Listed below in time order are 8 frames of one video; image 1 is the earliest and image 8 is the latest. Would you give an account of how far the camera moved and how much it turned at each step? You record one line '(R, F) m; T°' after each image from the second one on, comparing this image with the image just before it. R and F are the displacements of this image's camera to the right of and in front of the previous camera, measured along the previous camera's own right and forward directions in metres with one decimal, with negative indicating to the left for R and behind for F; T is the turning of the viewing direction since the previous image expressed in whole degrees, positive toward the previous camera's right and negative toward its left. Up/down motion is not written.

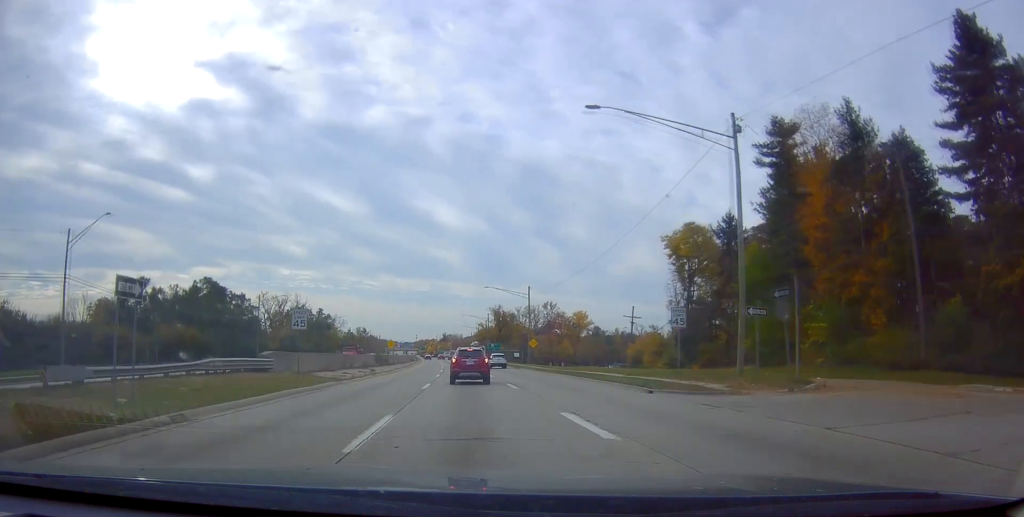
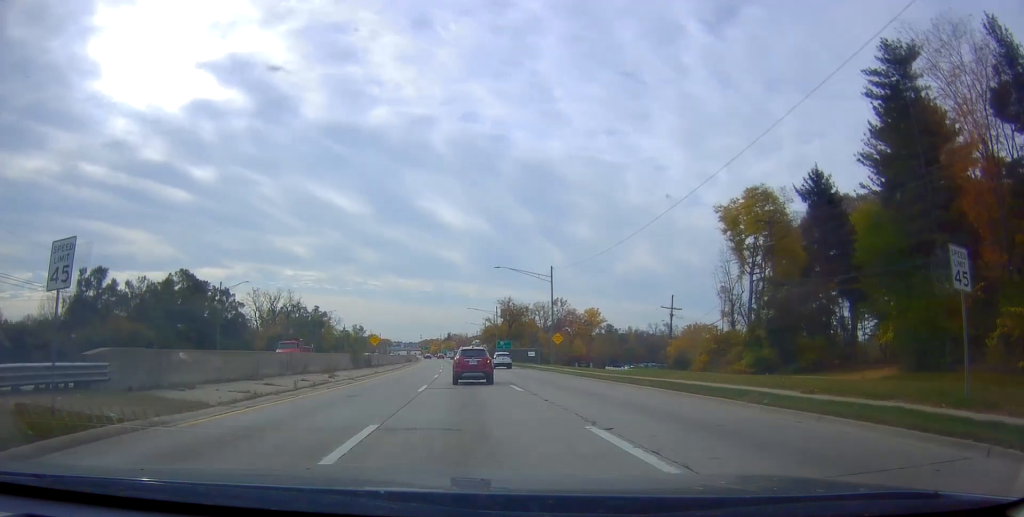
(0.0, +17.5) m; 0°
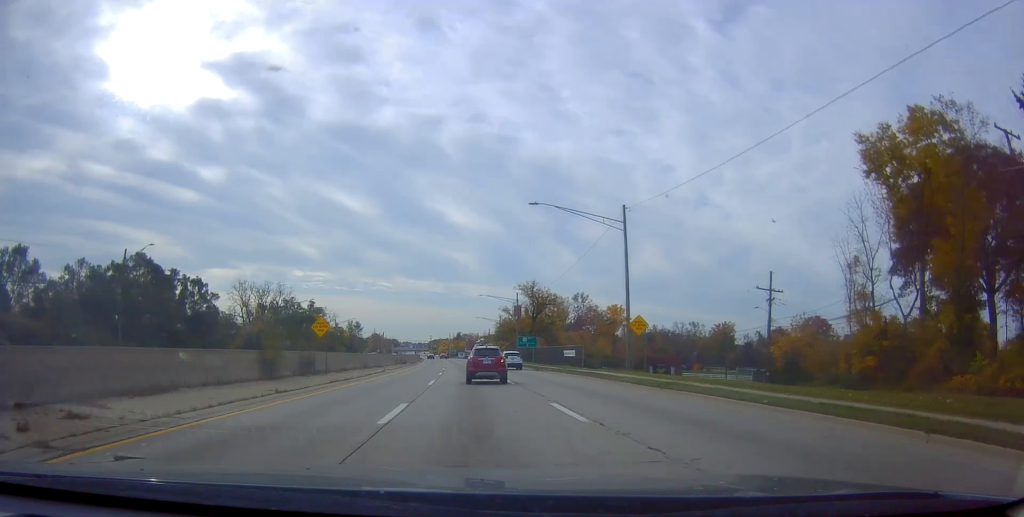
(-0.1, +26.6) m; -2°
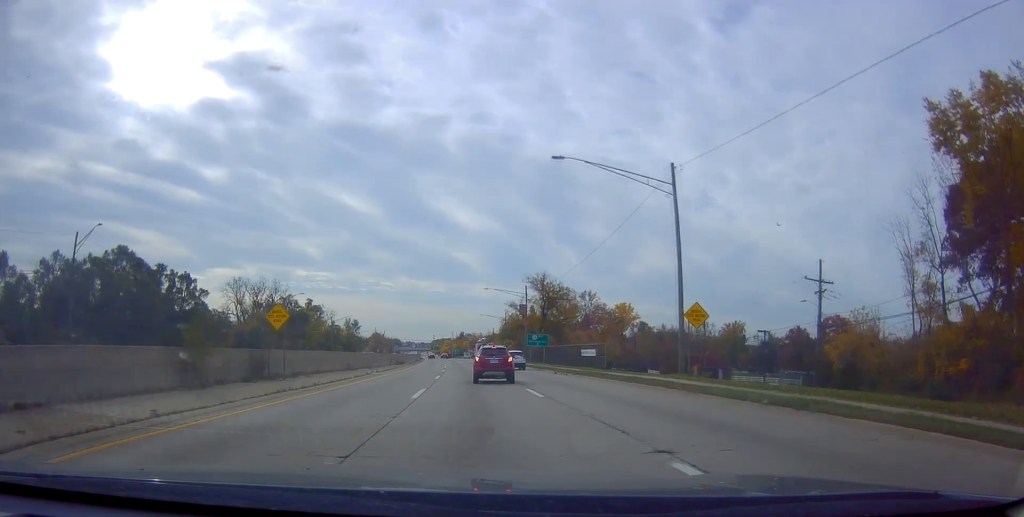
(-0.4, +8.7) m; 0°
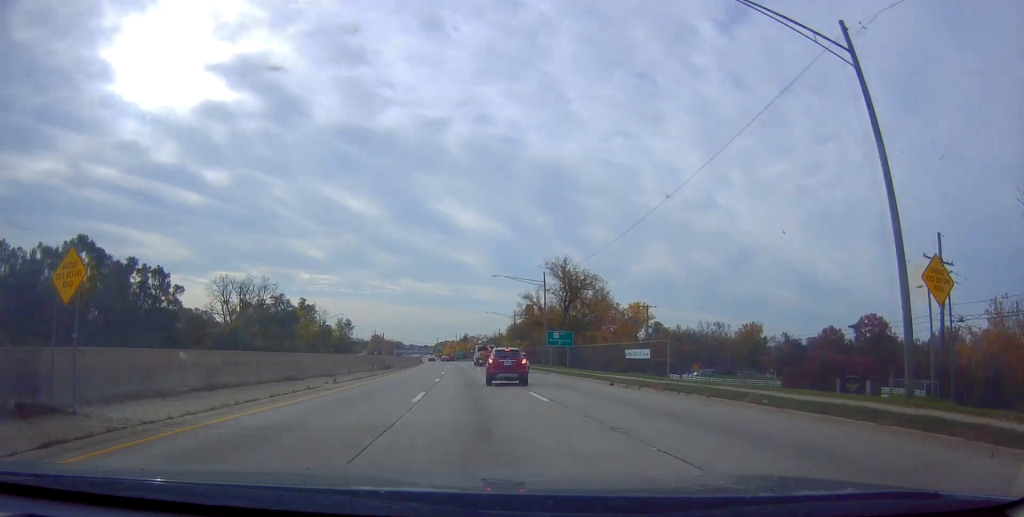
(-0.1, +15.5) m; 0°
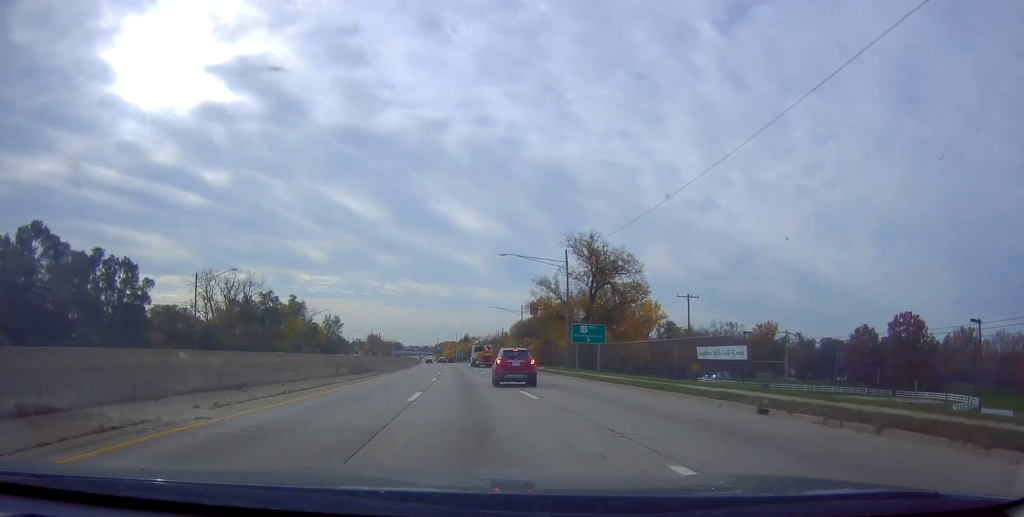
(+0.3, +14.4) m; +1°
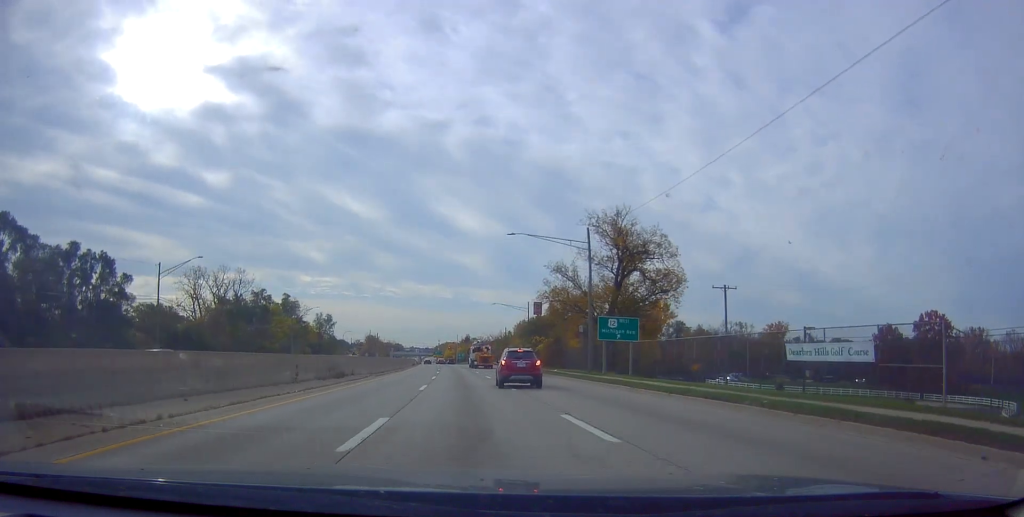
(-0.2, +9.2) m; 0°
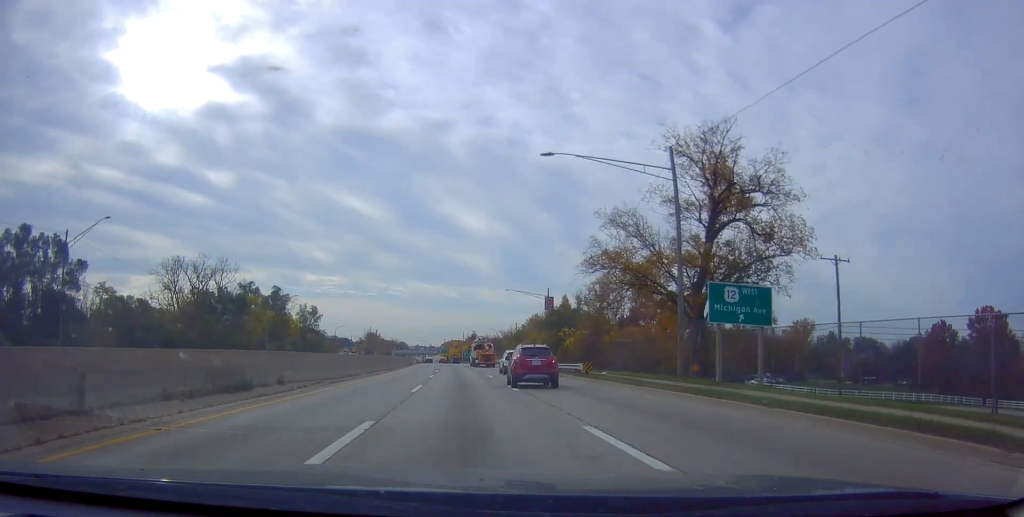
(+0.2, +17.2) m; -1°
